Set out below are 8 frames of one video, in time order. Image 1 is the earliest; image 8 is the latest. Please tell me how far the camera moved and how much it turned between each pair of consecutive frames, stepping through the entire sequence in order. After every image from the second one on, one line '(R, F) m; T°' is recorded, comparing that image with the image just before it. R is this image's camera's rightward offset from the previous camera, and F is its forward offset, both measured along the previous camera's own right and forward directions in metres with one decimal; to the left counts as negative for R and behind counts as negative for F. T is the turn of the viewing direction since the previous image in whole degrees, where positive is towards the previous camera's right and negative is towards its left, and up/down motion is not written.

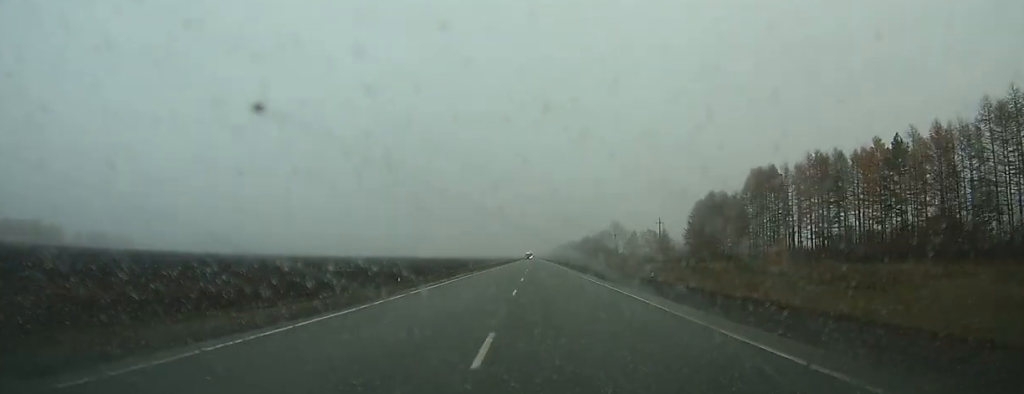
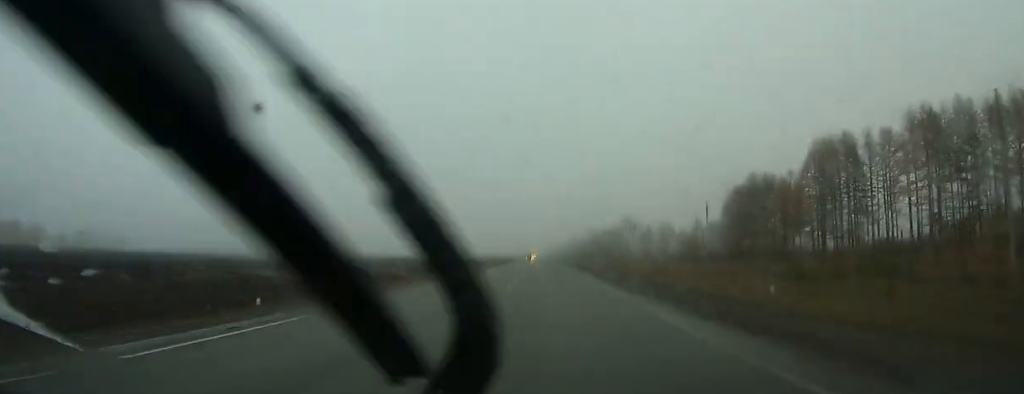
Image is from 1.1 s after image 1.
(+0.1, +33.1) m; 0°
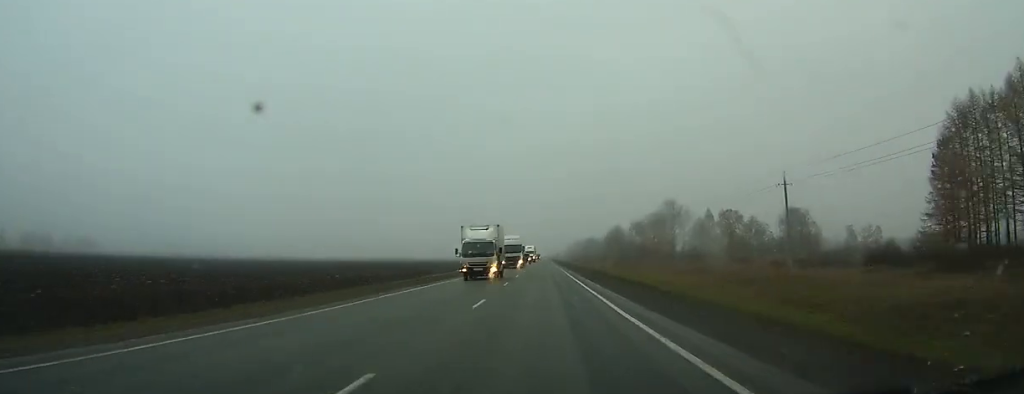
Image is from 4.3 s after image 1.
(-0.2, +96.0) m; 0°
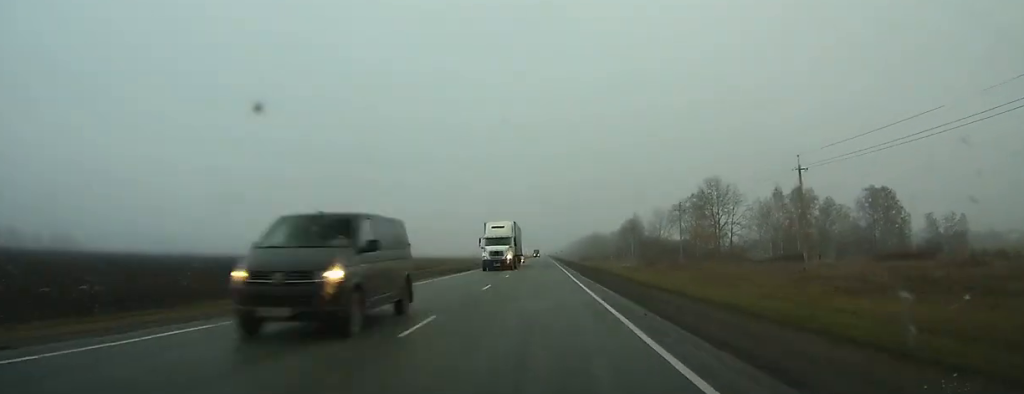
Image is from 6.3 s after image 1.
(-0.1, +55.2) m; 0°
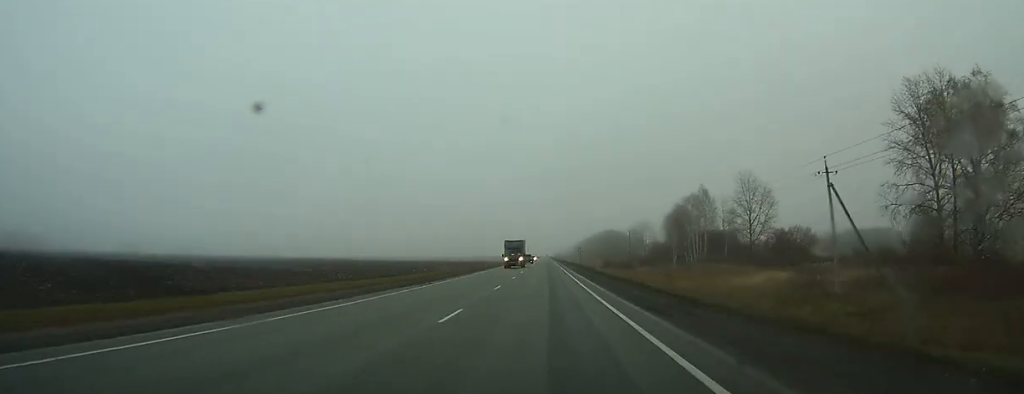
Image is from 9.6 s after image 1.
(-0.5, +90.9) m; -1°
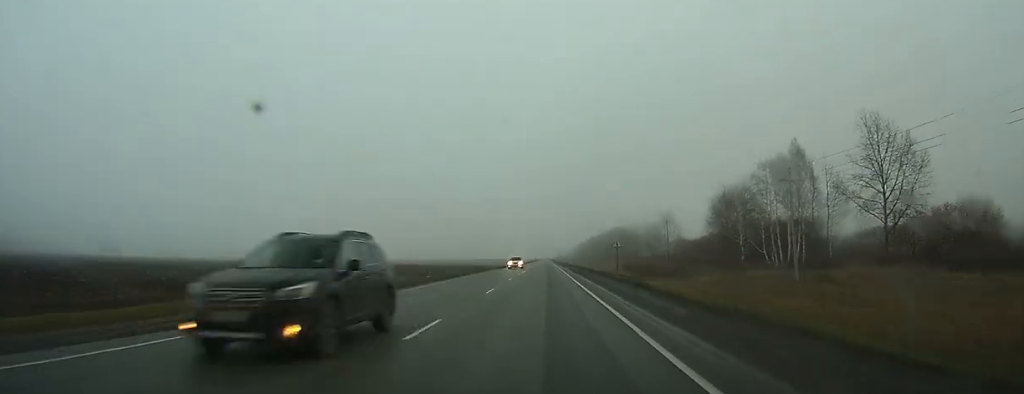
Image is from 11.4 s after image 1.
(0.0, +51.5) m; 0°
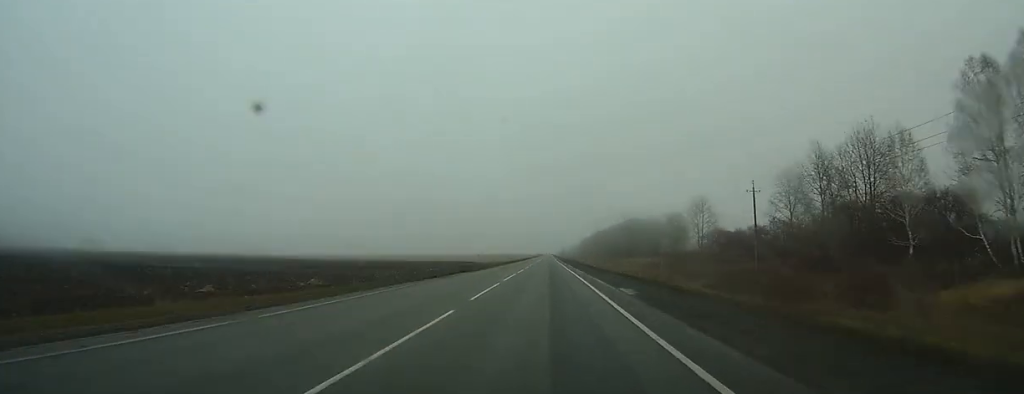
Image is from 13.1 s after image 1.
(0.0, +49.8) m; 0°
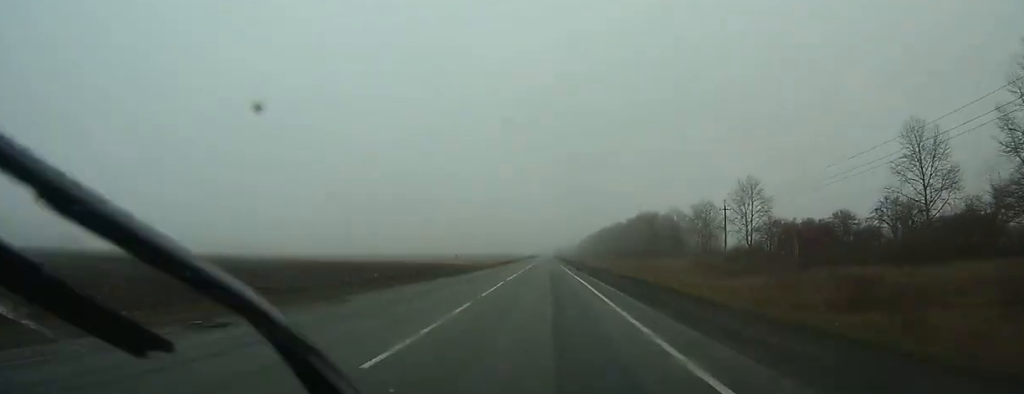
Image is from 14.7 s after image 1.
(0.0, +48.1) m; 0°
